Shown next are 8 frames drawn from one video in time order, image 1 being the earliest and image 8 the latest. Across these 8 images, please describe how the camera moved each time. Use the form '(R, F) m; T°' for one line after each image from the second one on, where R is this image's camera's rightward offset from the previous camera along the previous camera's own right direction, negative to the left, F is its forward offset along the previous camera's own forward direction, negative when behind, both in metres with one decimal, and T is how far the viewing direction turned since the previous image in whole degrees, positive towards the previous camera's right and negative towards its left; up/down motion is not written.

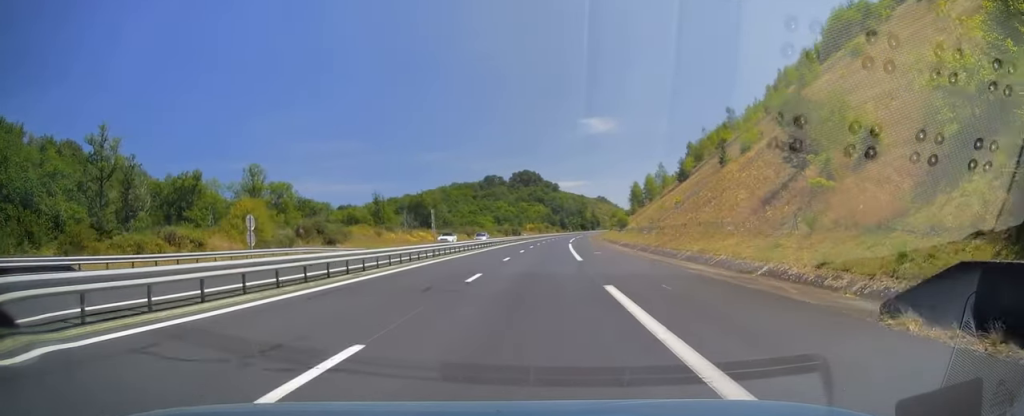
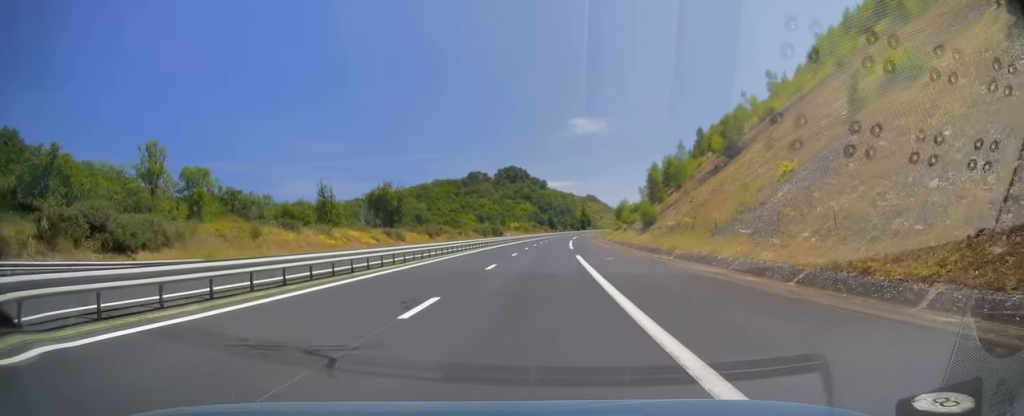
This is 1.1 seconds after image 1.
(+0.6, +33.2) m; +2°
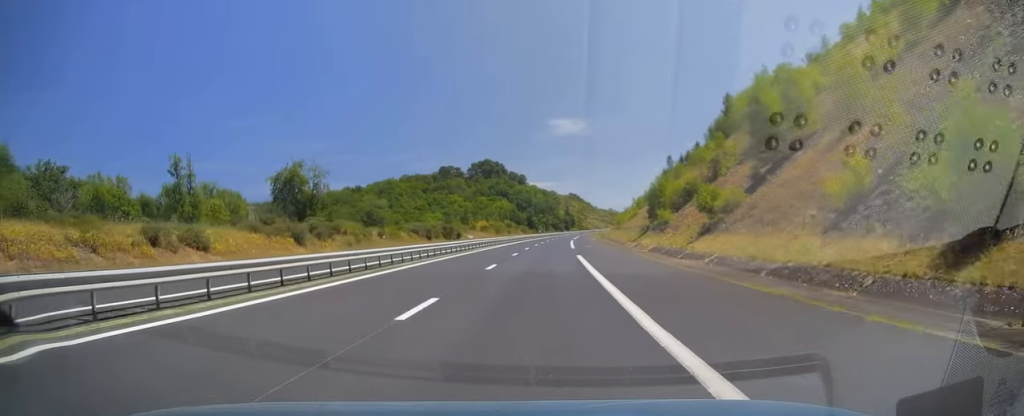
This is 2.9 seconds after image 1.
(+0.9, +51.9) m; +1°
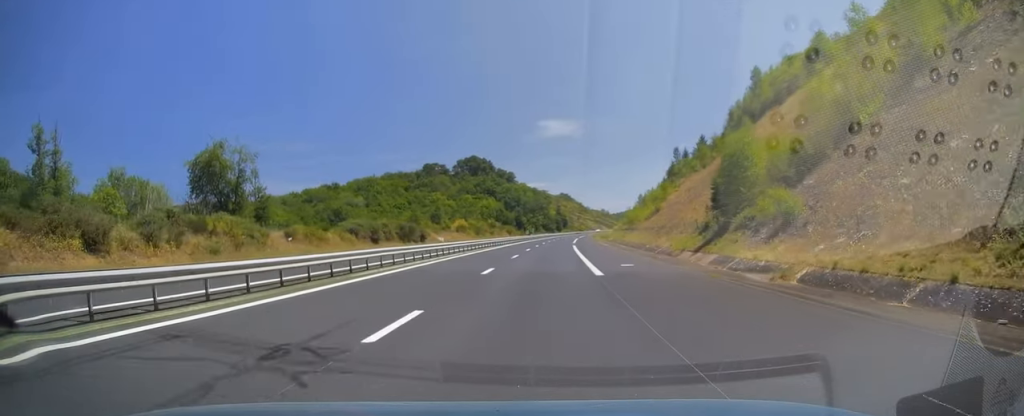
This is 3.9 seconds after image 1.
(0.0, +27.9) m; 0°
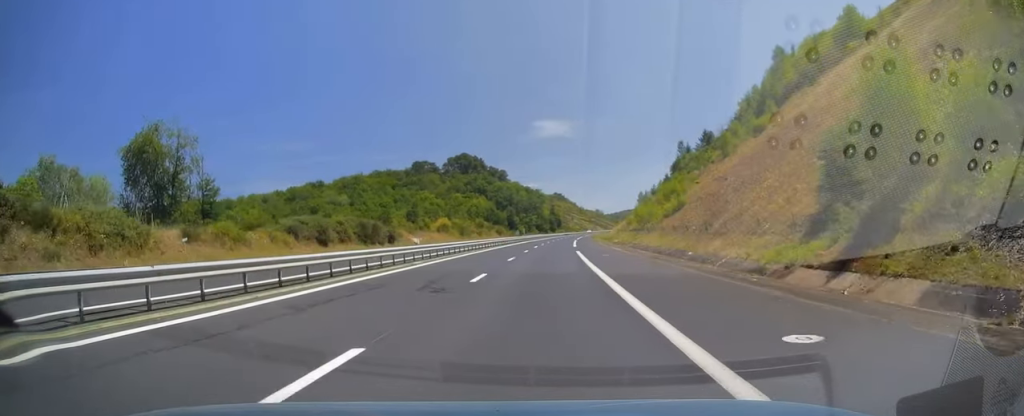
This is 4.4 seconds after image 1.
(-0.1, +16.2) m; +1°
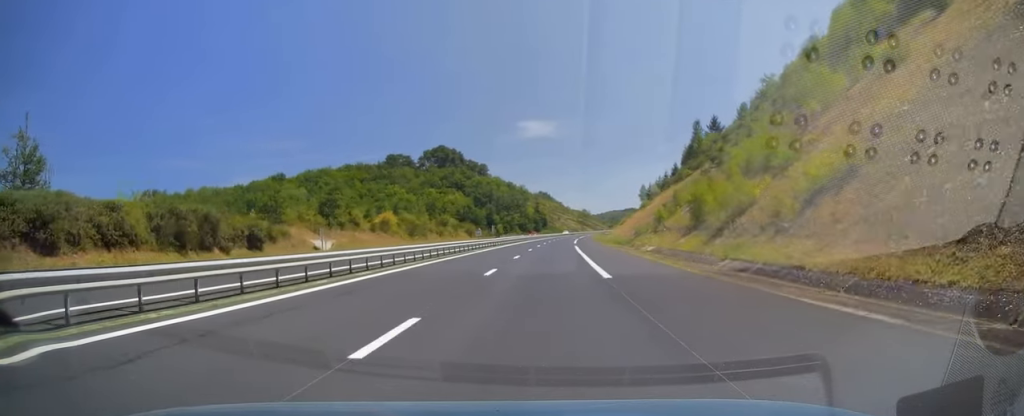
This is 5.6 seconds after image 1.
(+0.7, +36.2) m; +2°
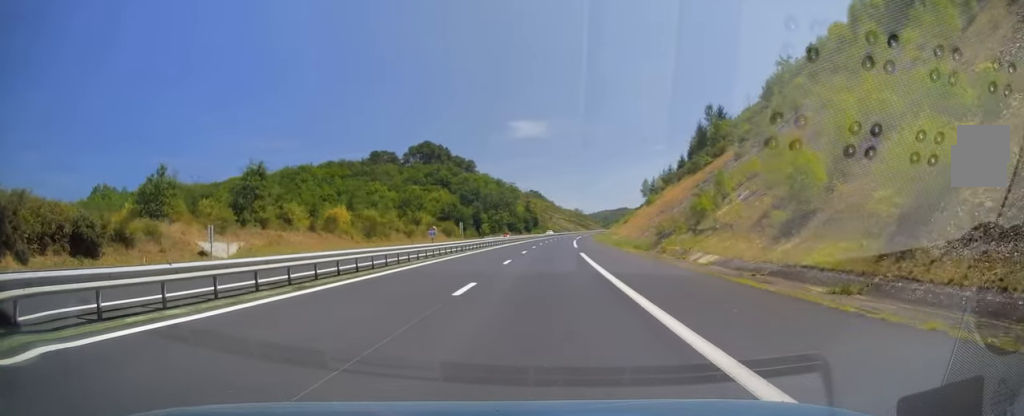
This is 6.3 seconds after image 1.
(+0.2, +19.1) m; +1°
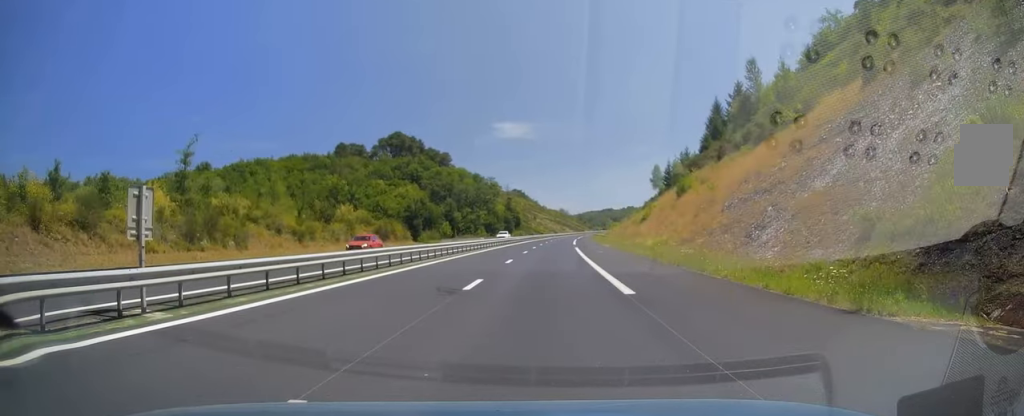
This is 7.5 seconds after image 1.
(+0.6, +37.2) m; +1°
